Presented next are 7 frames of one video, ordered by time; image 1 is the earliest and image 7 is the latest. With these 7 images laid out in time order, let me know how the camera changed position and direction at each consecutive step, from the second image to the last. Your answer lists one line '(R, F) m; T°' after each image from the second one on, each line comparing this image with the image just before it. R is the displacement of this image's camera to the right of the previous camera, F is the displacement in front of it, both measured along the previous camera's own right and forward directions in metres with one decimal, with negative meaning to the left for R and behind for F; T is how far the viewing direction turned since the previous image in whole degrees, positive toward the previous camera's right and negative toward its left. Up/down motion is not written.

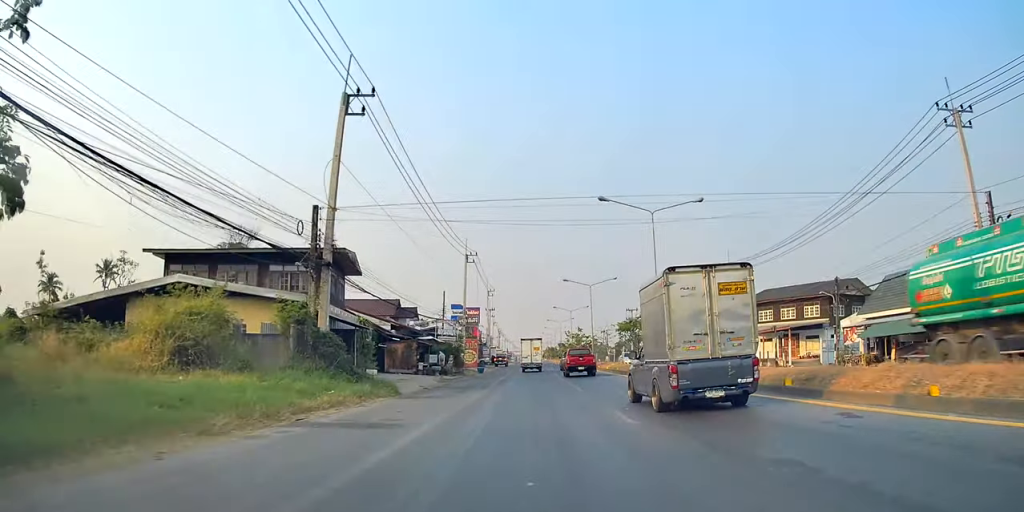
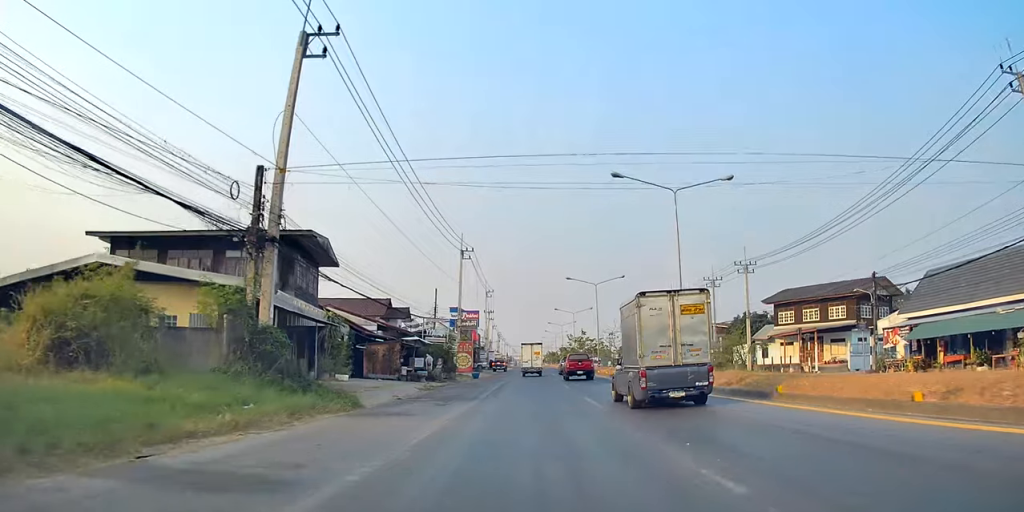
(0.0, +5.8) m; 0°
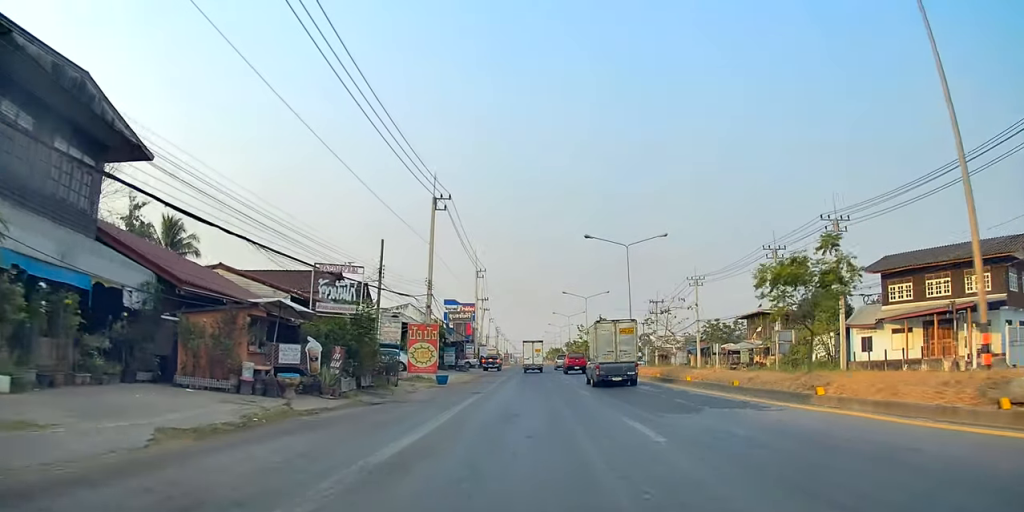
(+0.1, +20.9) m; -1°
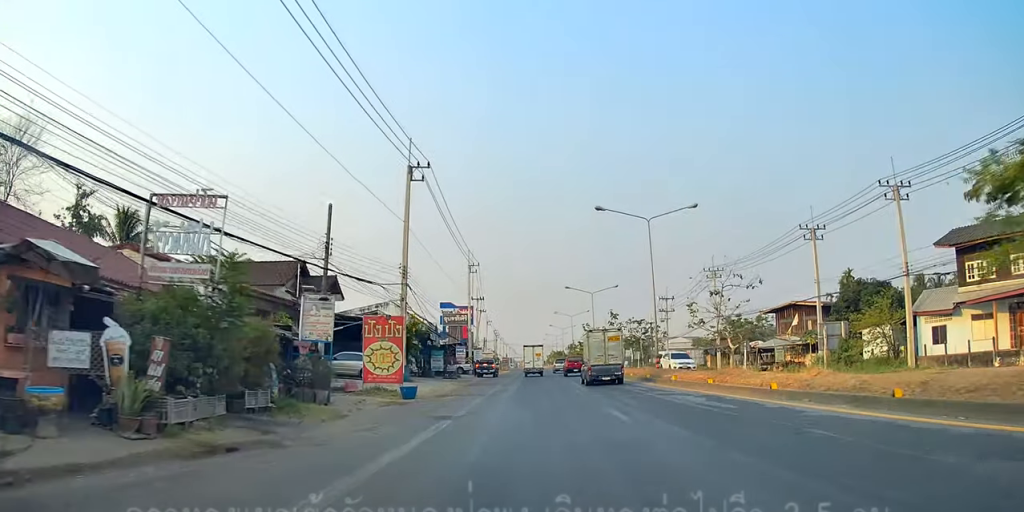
(-0.2, +9.1) m; -1°
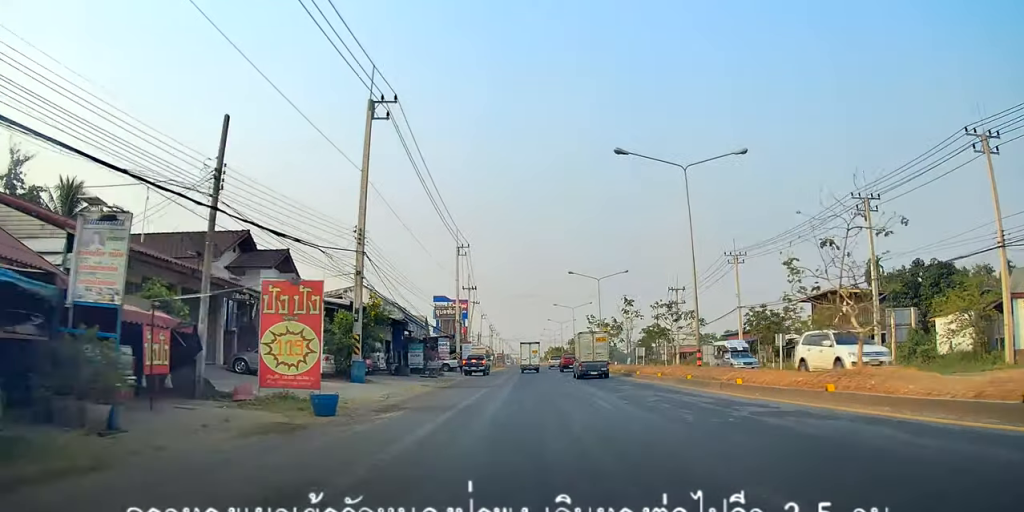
(-0.4, +9.5) m; +1°
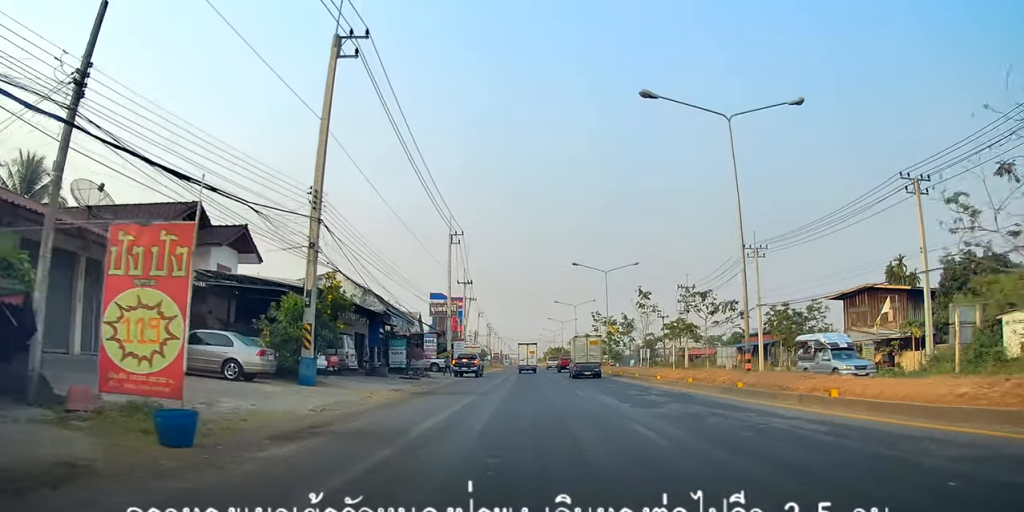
(+0.3, +6.1) m; +2°
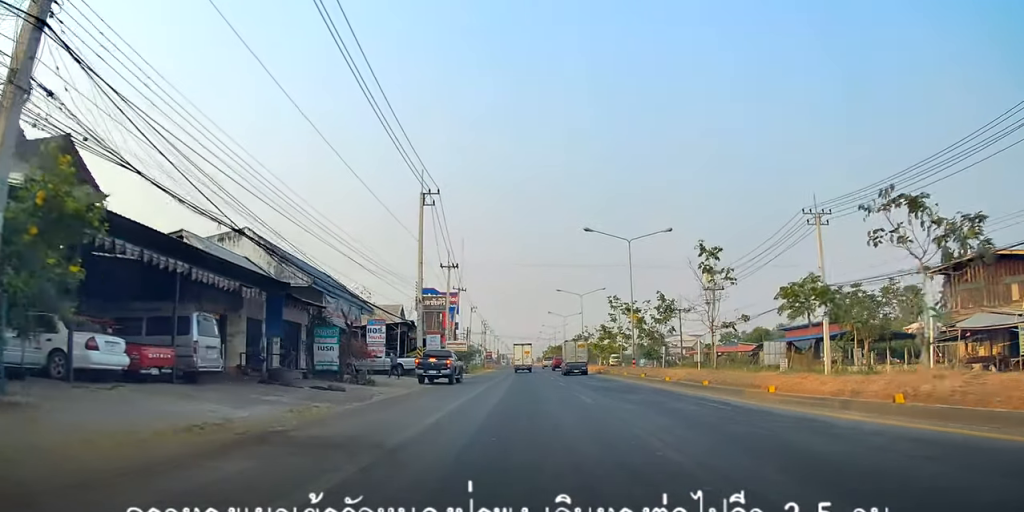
(+0.5, +15.0) m; 0°
